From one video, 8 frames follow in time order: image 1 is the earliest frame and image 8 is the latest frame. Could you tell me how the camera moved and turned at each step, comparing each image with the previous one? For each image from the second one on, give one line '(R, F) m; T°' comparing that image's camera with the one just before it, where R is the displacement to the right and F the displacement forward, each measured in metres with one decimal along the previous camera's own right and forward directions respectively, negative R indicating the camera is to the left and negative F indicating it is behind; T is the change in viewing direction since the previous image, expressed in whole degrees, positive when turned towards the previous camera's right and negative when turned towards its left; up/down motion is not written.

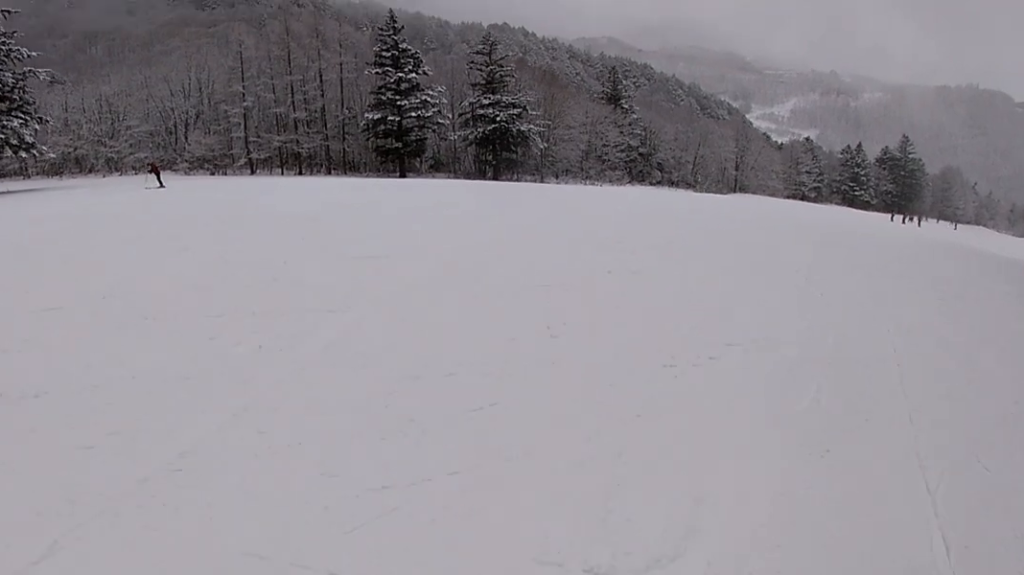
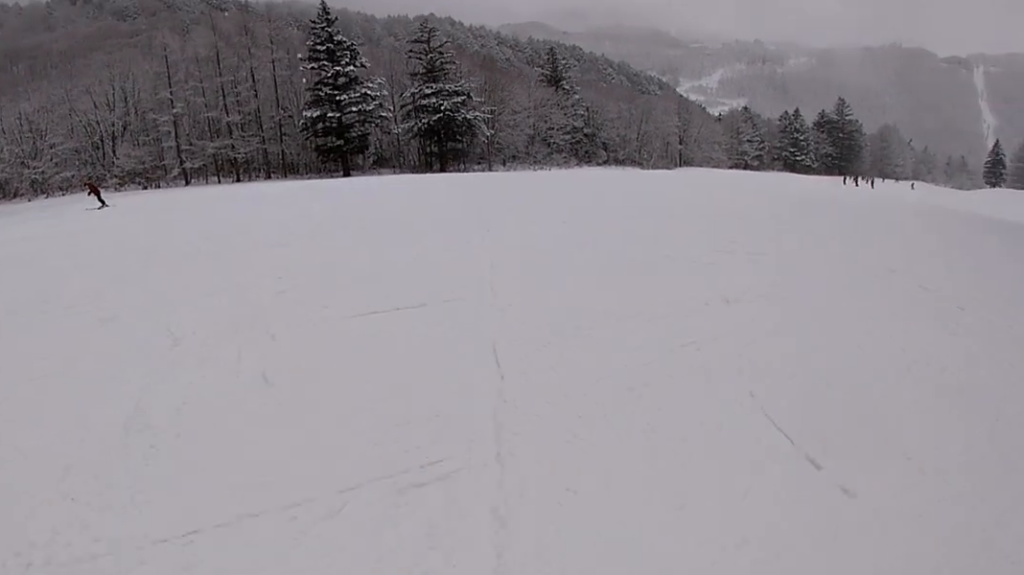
(0.0, +3.9) m; +3°
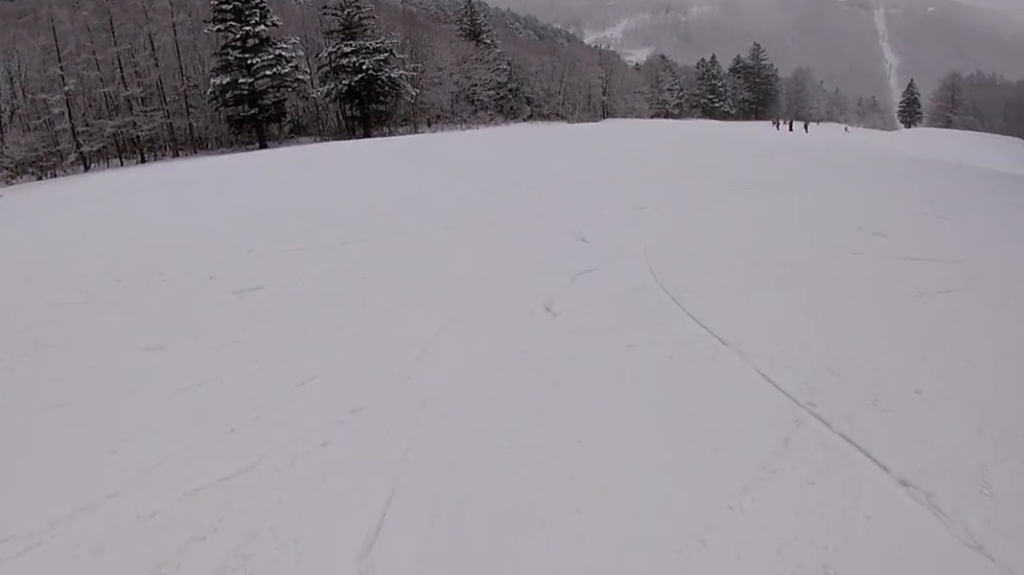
(+0.3, +5.8) m; +3°
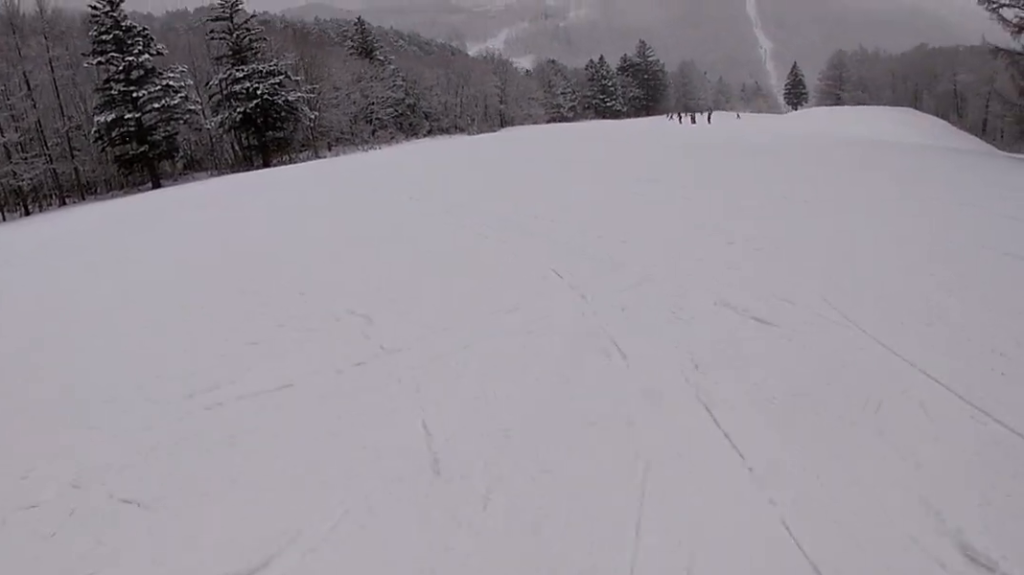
(-0.6, +4.5) m; +9°
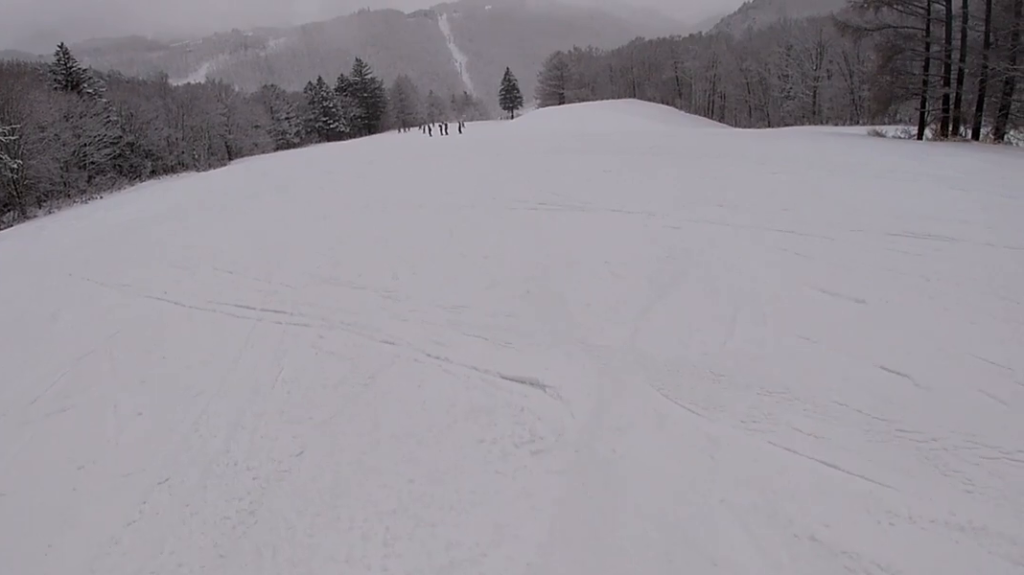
(+4.9, +12.2) m; +39°
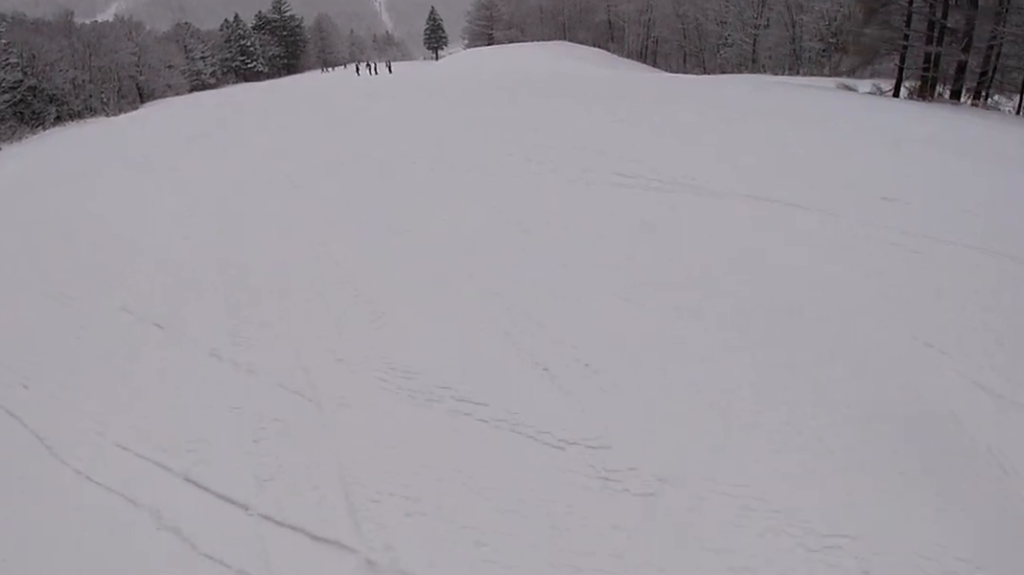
(+0.9, +4.3) m; +11°
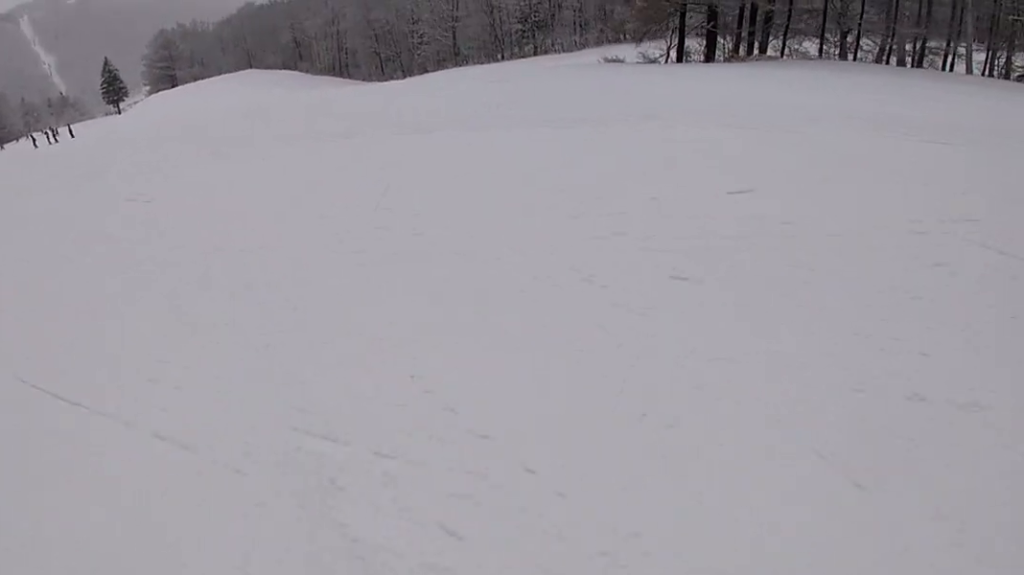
(+2.1, +9.4) m; +31°
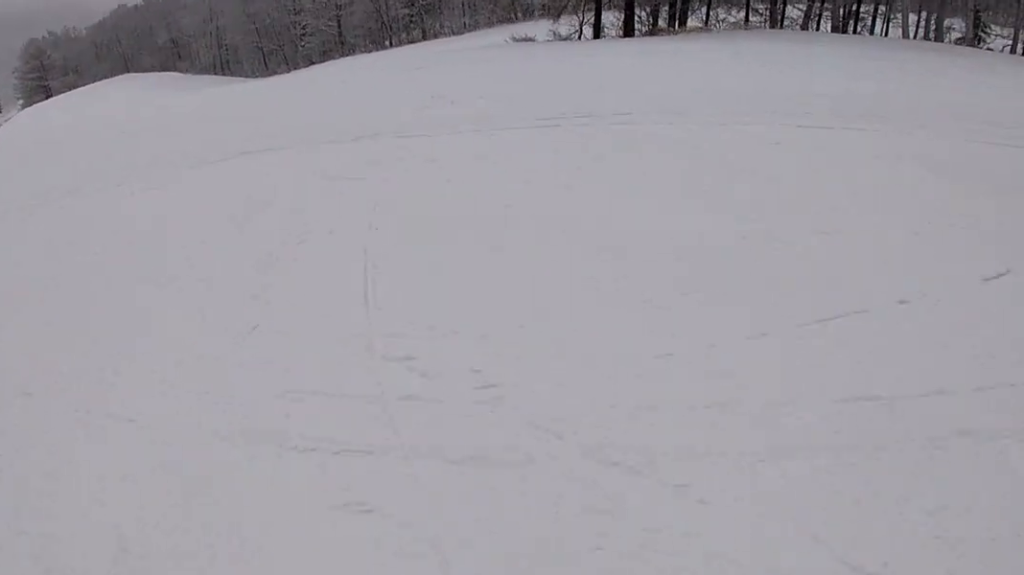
(+0.3, +3.4) m; +12°
